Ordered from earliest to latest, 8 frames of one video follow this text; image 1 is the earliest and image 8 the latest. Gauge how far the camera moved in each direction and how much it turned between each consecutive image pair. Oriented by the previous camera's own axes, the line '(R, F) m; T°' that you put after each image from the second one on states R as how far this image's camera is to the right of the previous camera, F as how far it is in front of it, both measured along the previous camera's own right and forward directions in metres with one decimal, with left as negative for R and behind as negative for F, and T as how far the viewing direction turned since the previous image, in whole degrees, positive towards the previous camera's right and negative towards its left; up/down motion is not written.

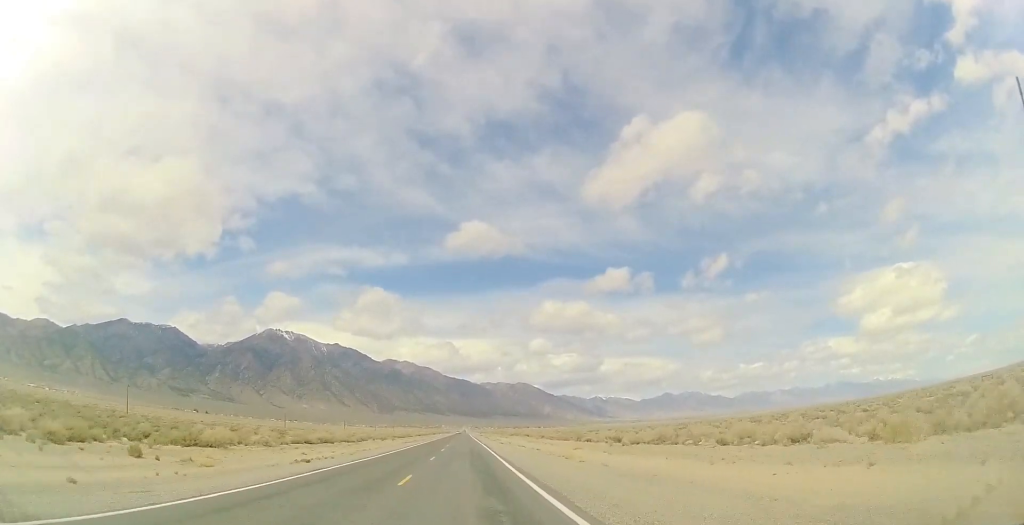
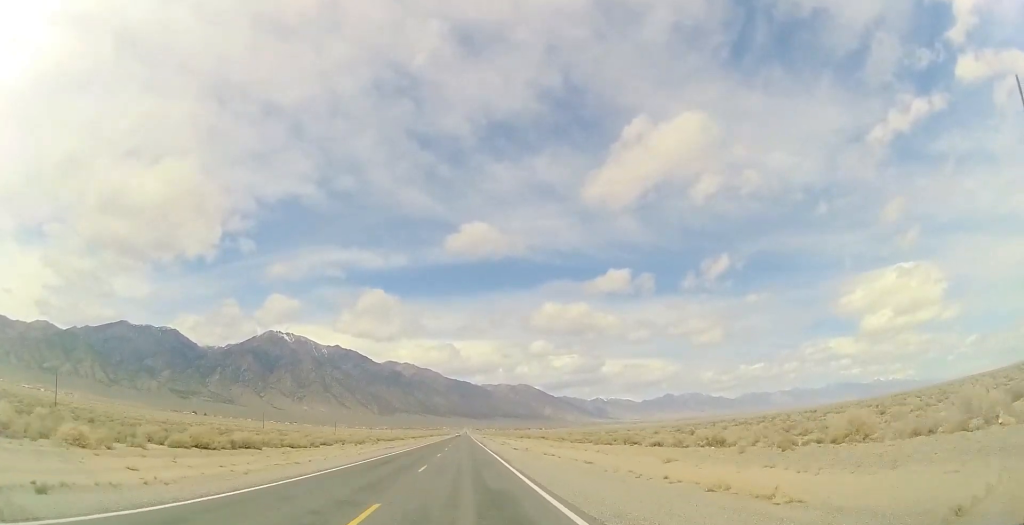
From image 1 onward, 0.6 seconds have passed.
(+0.1, +21.1) m; 0°
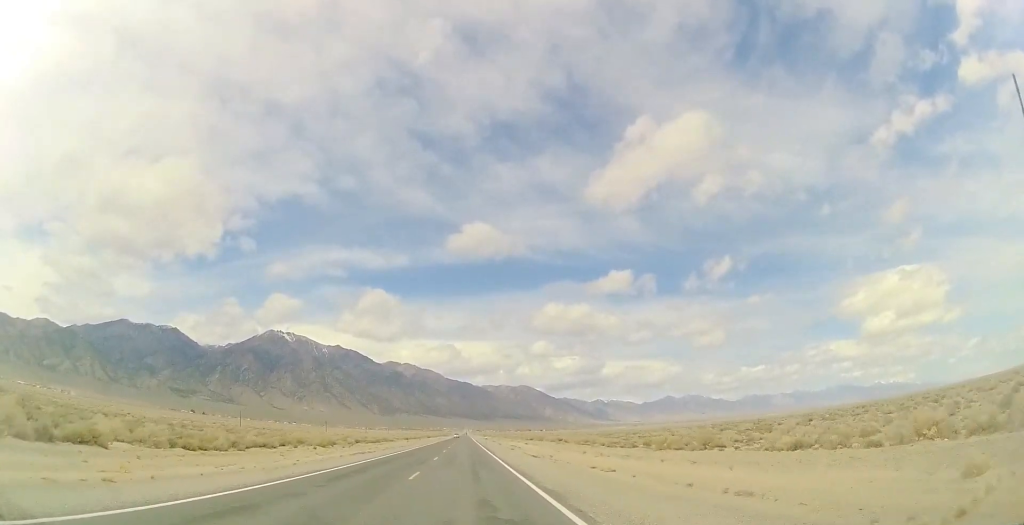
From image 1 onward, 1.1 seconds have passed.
(-0.2, +17.4) m; 0°
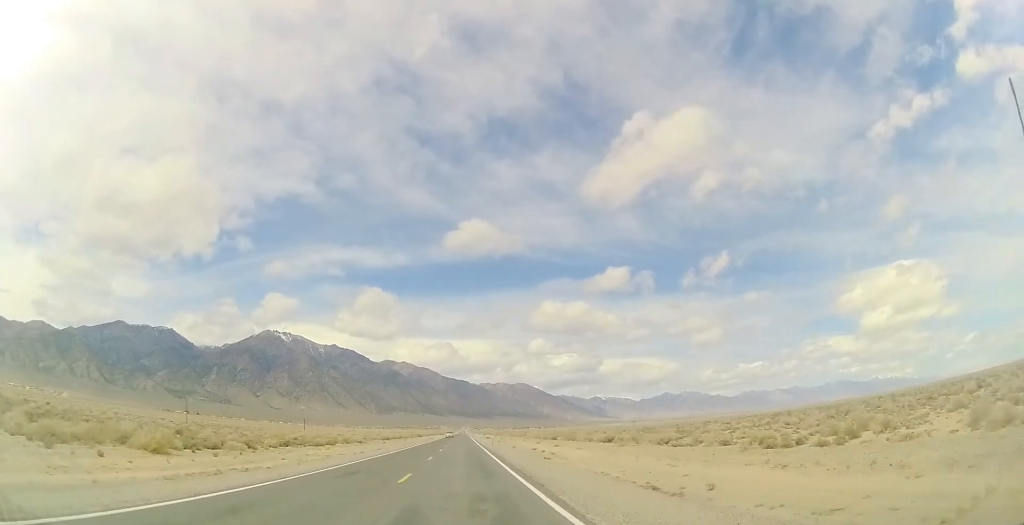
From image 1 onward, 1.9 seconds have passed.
(-0.2, +28.9) m; 0°
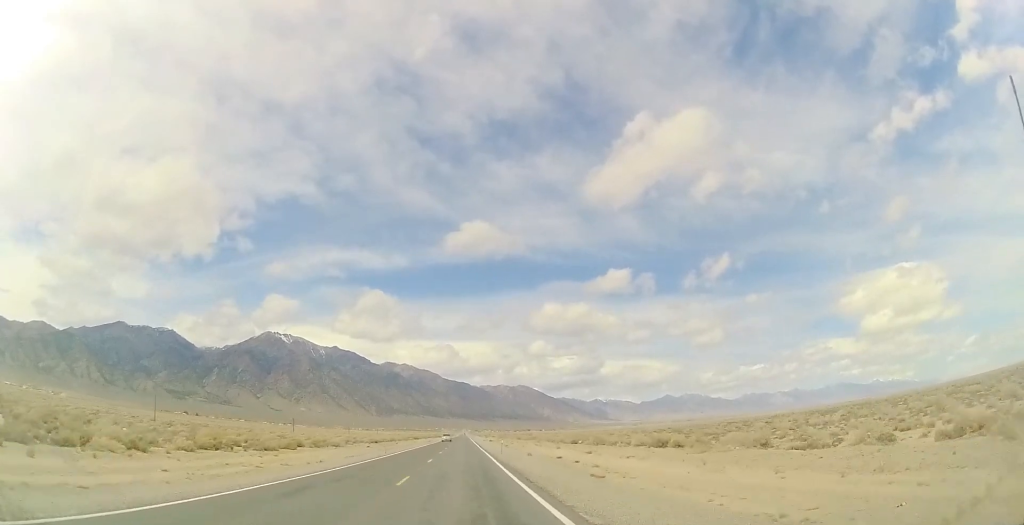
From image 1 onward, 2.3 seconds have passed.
(0.0, +13.8) m; 0°
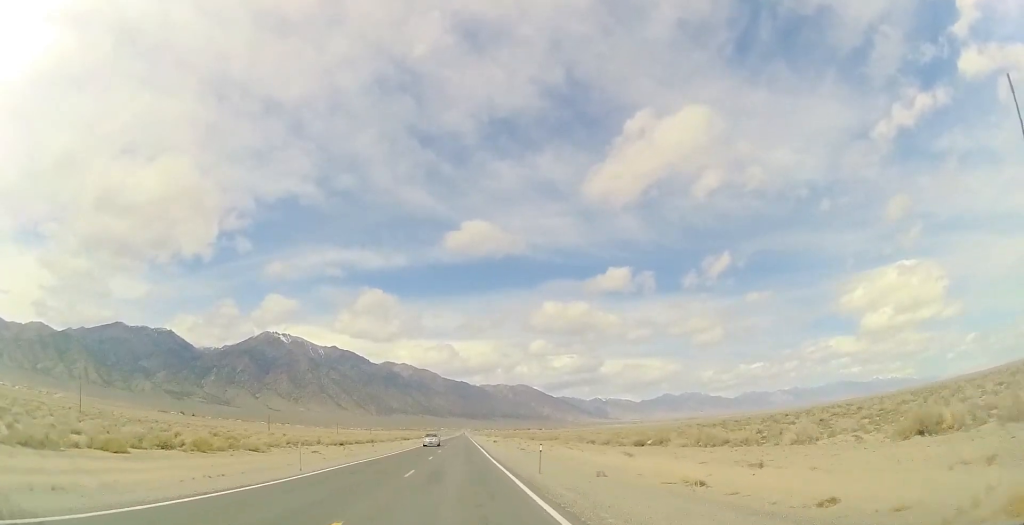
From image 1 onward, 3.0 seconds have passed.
(0.0, +24.1) m; 0°
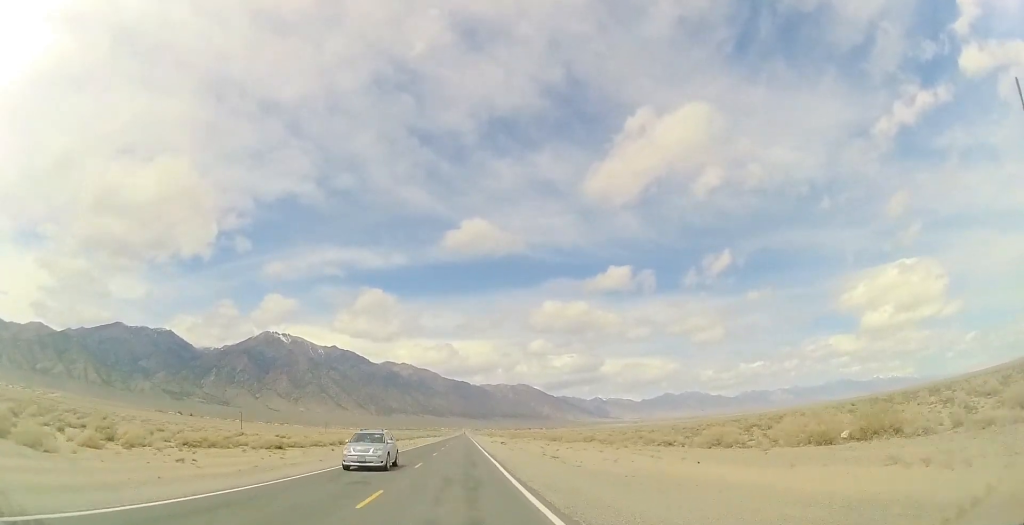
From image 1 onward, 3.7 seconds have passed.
(0.0, +21.8) m; 0°
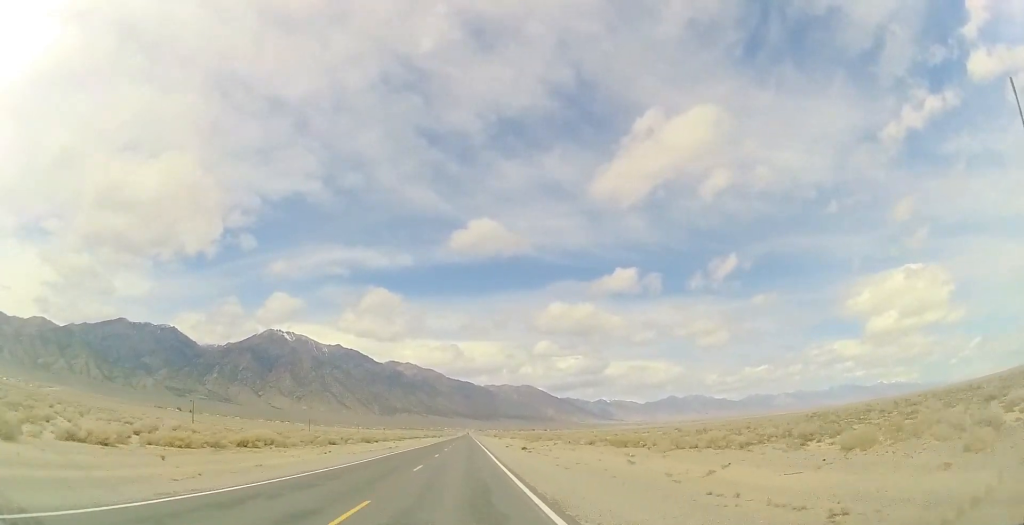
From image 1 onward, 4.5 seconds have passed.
(0.0, +29.9) m; 0°
